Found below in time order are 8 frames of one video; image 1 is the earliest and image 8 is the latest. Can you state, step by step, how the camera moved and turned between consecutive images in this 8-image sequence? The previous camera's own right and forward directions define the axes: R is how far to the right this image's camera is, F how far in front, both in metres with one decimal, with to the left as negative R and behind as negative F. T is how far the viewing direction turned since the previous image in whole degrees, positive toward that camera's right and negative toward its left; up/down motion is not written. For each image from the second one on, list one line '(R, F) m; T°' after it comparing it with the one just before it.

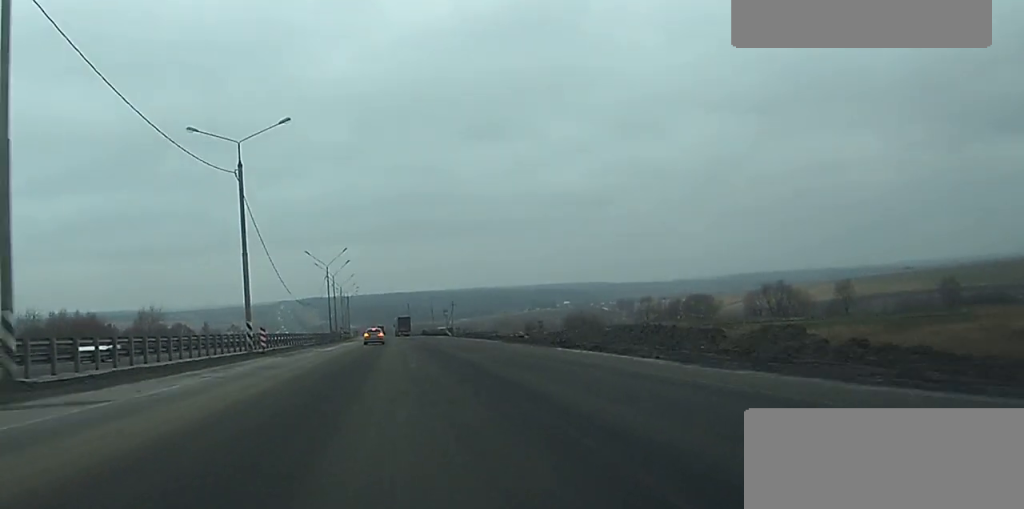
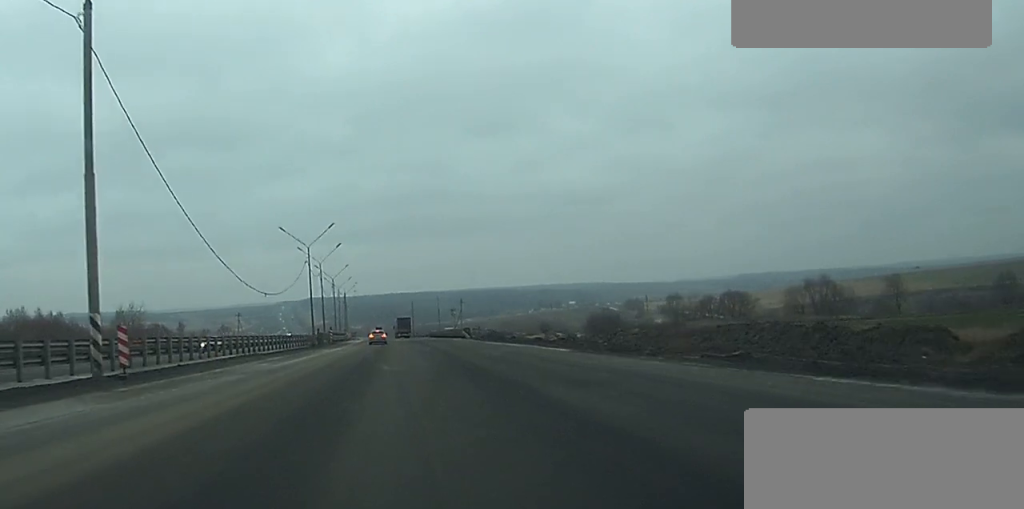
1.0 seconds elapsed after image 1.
(0.0, +27.2) m; 0°
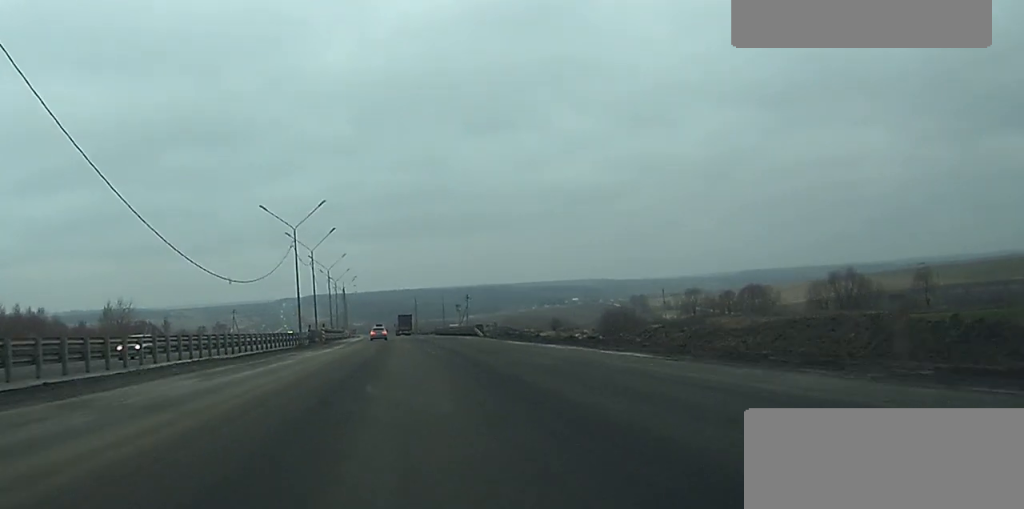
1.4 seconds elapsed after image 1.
(0.0, +13.1) m; 0°
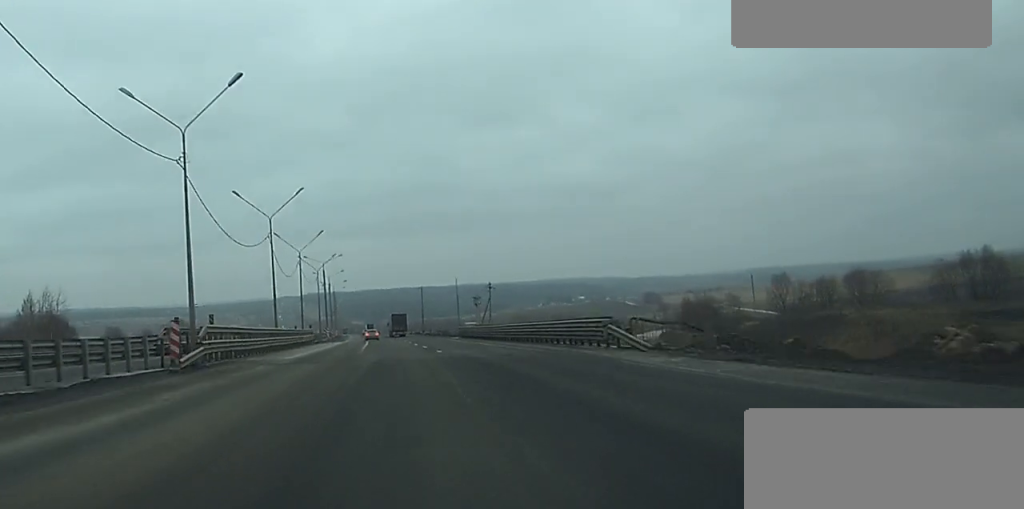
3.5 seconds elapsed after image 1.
(0.0, +57.1) m; 0°
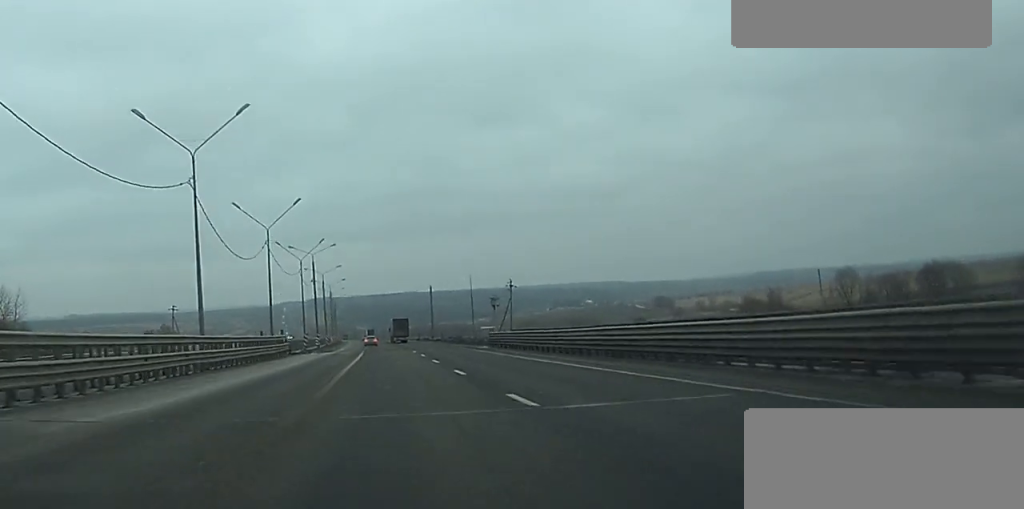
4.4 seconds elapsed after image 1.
(-0.1, +26.2) m; 0°
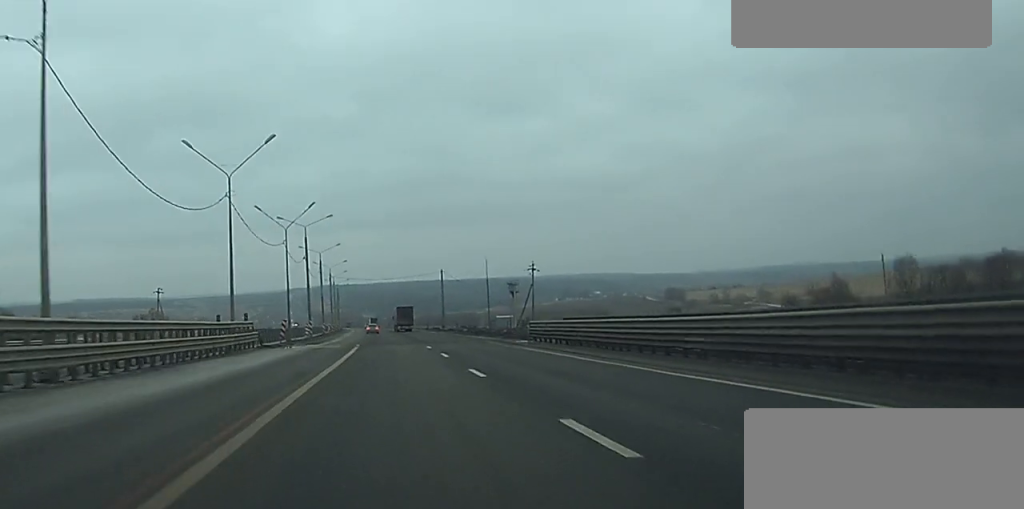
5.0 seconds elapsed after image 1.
(-0.1, +17.8) m; 0°
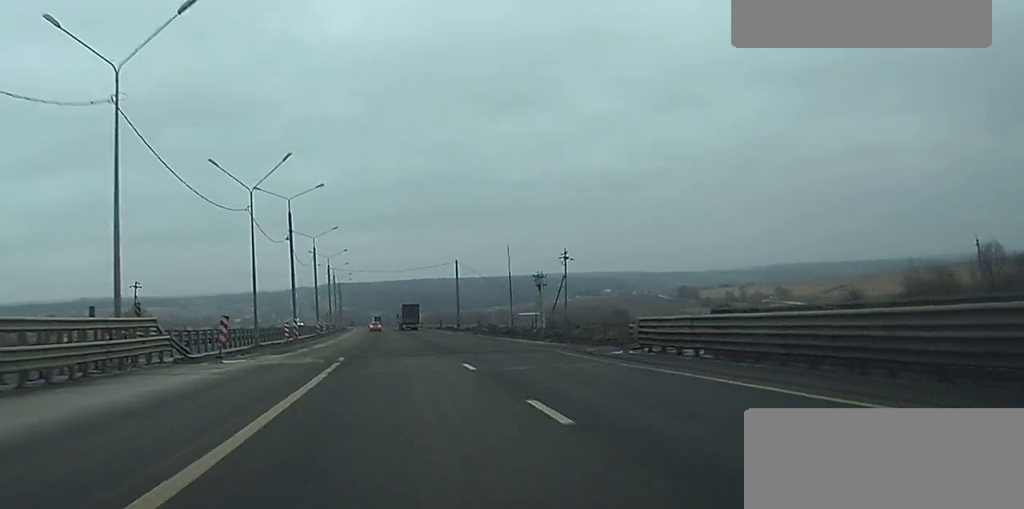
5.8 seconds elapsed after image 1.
(-0.1, +21.6) m; 0°
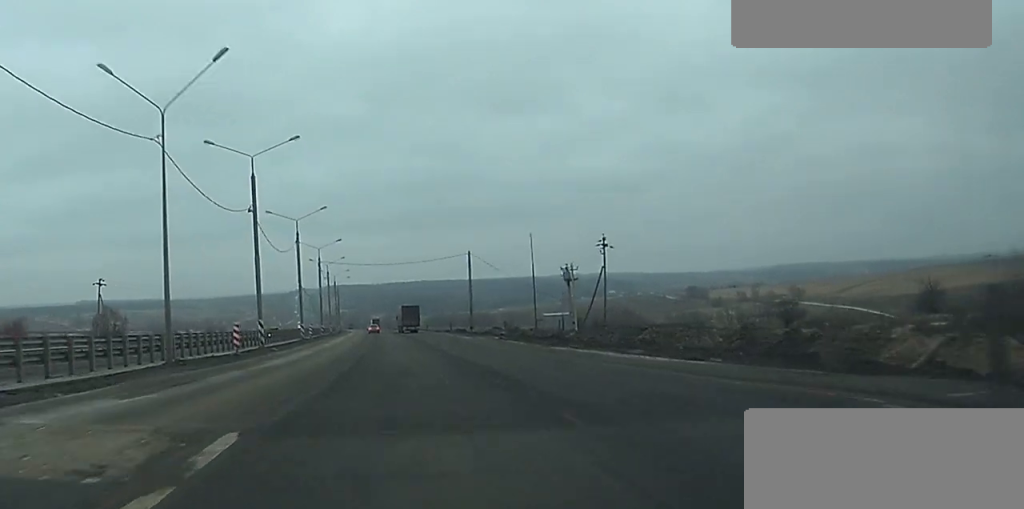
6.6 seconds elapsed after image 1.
(-0.1, +21.6) m; 0°
